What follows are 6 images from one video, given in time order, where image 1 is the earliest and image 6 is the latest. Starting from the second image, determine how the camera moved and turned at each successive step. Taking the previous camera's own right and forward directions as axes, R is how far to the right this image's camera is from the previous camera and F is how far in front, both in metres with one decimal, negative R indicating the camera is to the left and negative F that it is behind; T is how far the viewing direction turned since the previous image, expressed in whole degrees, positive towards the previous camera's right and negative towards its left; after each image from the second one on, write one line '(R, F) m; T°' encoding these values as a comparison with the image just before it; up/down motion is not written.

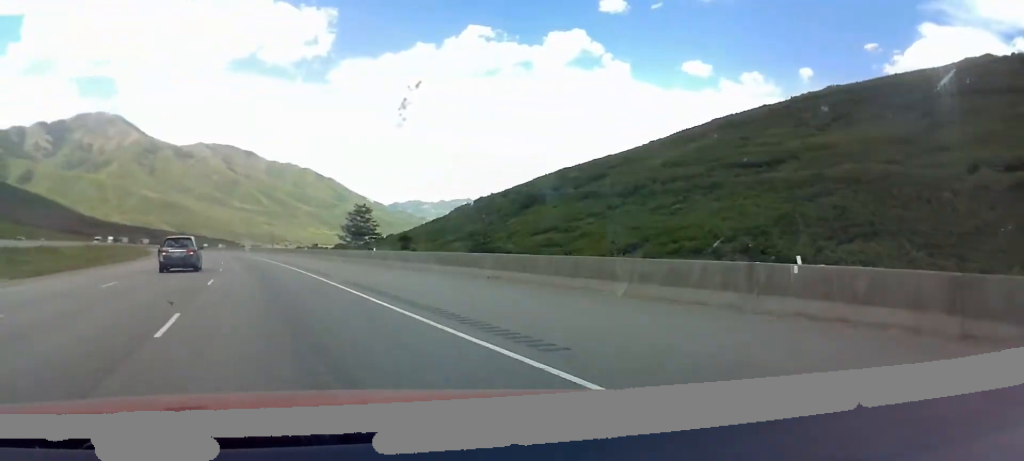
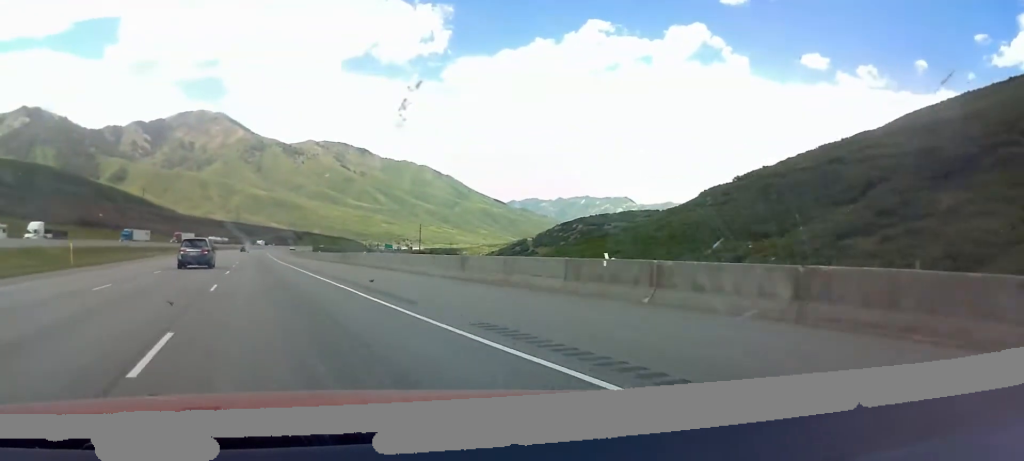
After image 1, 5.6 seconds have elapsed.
(-13.5, +178.3) m; -6°
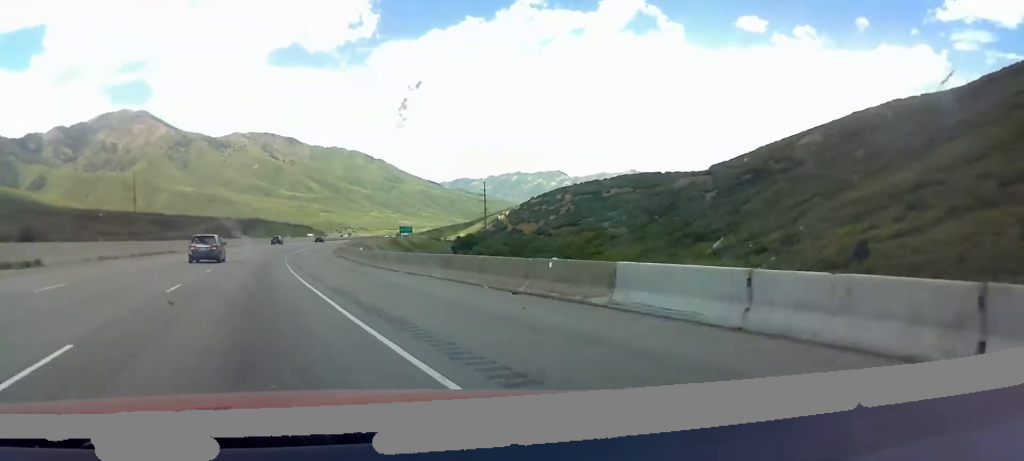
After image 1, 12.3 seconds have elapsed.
(+7.7, +210.8) m; +9°
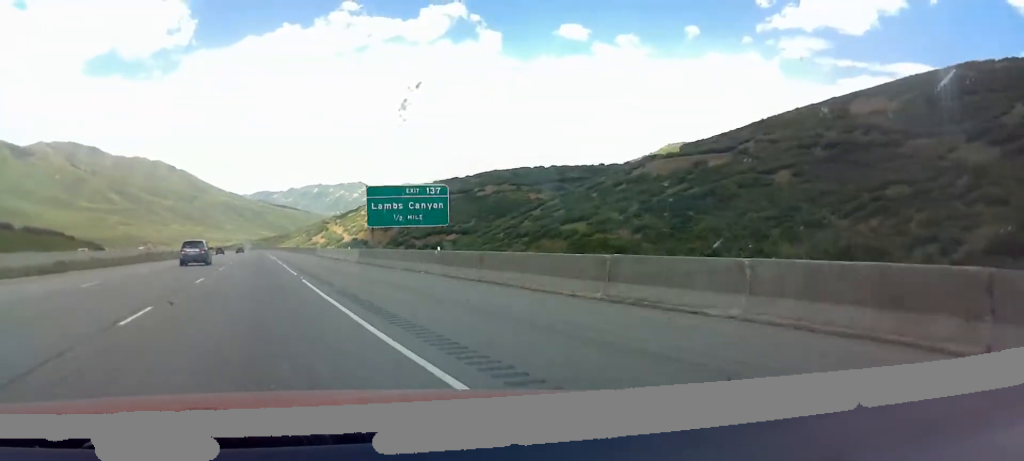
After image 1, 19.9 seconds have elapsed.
(+29.8, +229.3) m; +11°
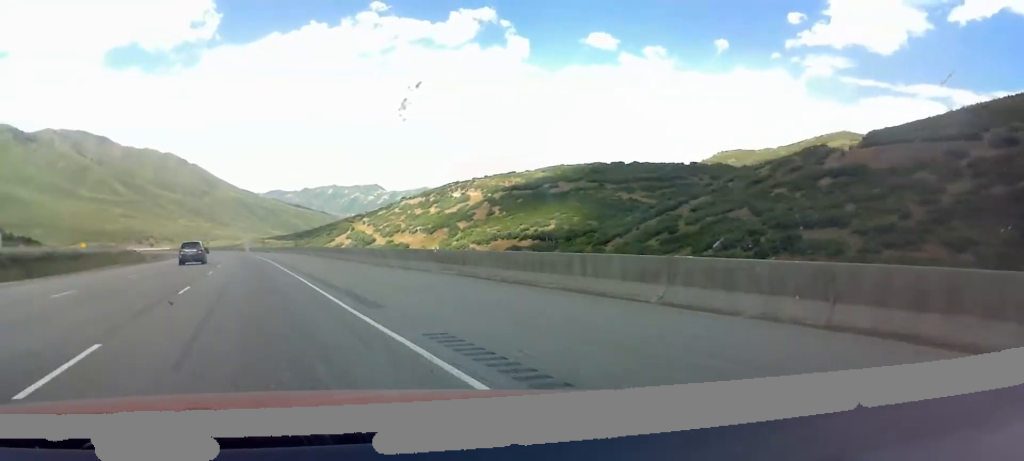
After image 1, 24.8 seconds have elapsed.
(+2.8, +153.2) m; -2°
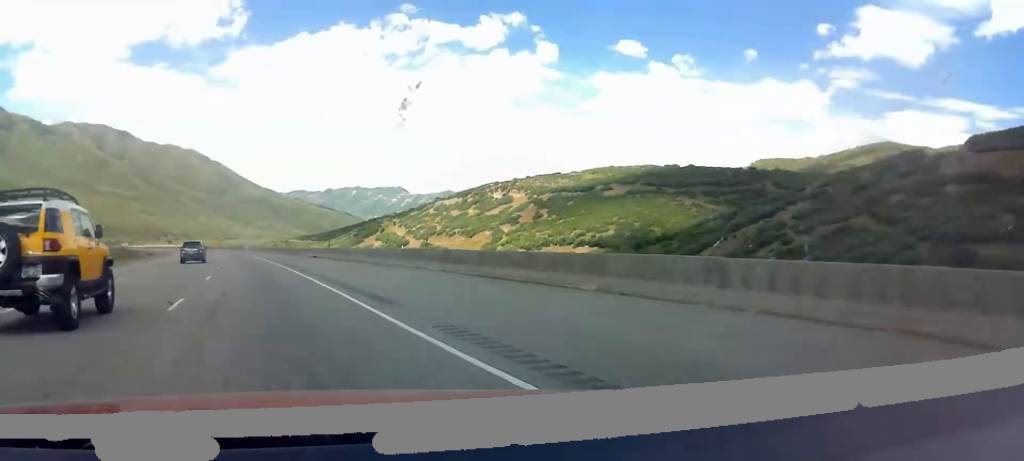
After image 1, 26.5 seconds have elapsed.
(-1.8, +52.7) m; -2°
